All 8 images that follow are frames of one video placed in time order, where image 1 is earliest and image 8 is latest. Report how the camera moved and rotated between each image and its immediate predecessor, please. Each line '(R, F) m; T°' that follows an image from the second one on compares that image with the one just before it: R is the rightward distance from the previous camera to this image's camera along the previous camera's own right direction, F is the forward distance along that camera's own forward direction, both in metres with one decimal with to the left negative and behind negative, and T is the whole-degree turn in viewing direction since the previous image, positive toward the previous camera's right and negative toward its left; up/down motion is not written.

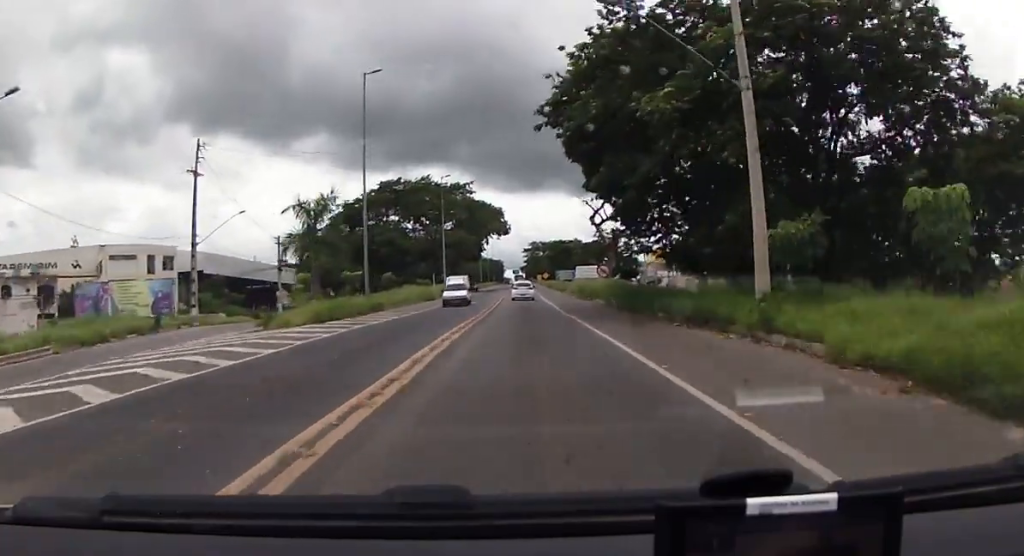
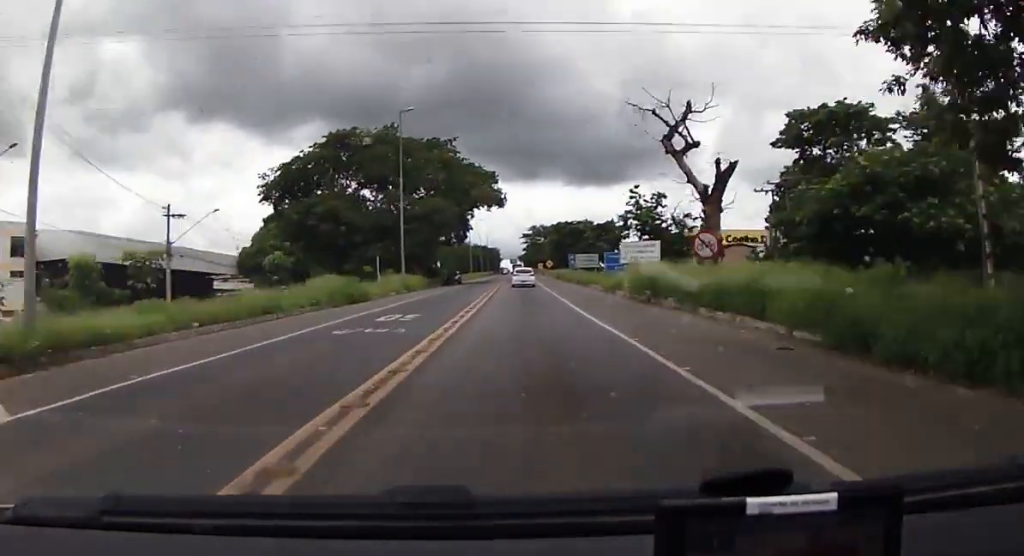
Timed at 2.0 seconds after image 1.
(-0.1, +29.3) m; +1°
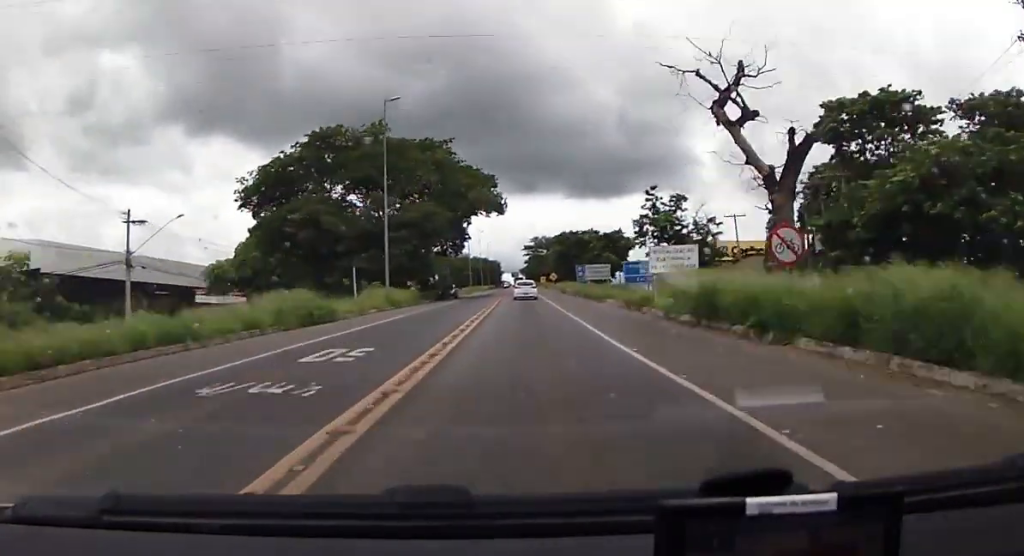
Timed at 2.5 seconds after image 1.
(0.0, +7.3) m; +1°
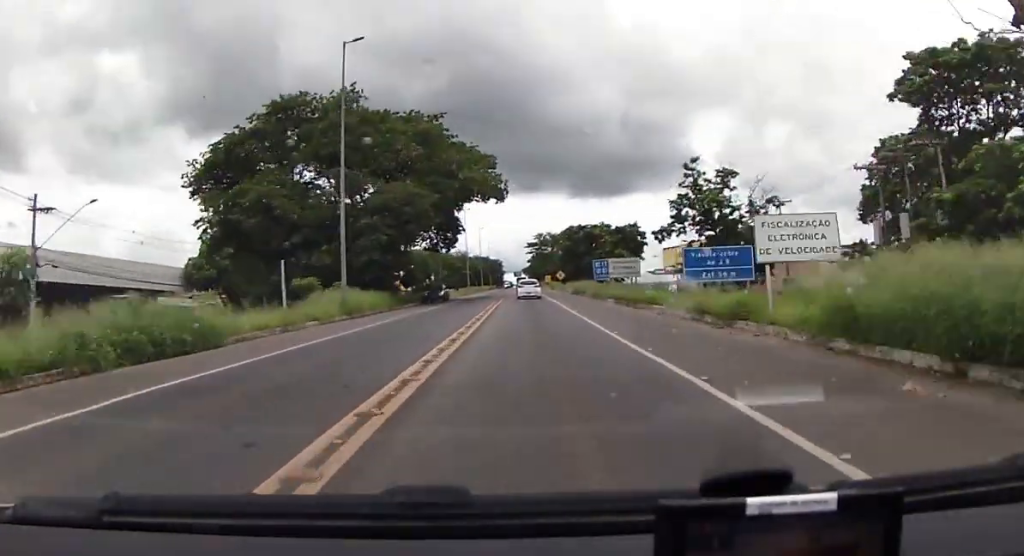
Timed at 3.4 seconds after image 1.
(+0.3, +12.7) m; 0°
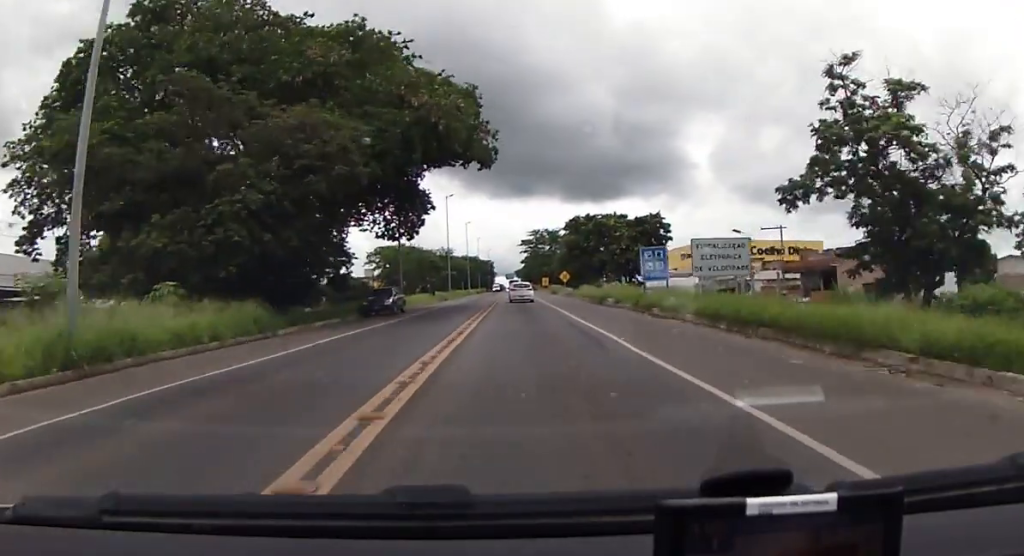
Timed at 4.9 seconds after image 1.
(-0.6, +22.1) m; -2°
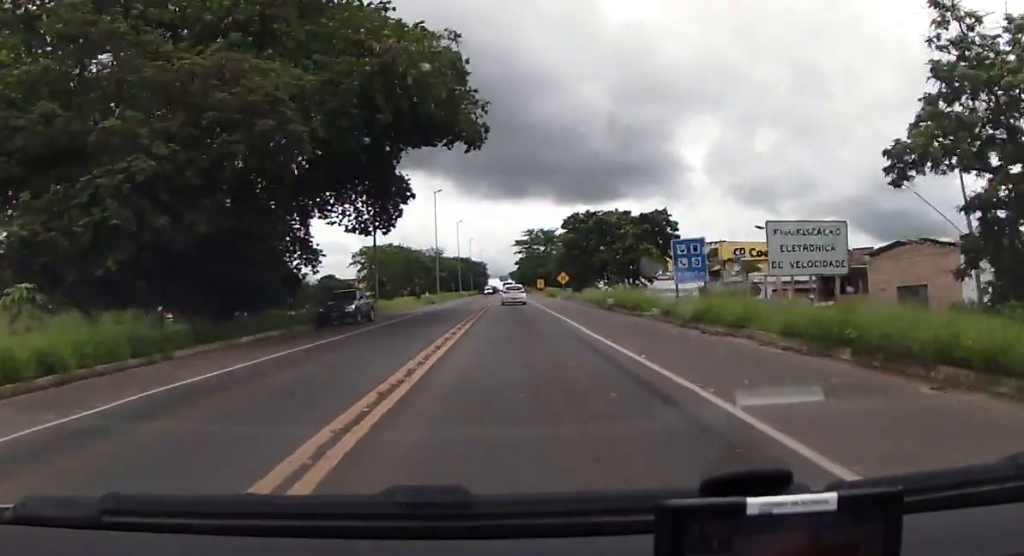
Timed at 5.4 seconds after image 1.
(-0.1, +7.4) m; +1°
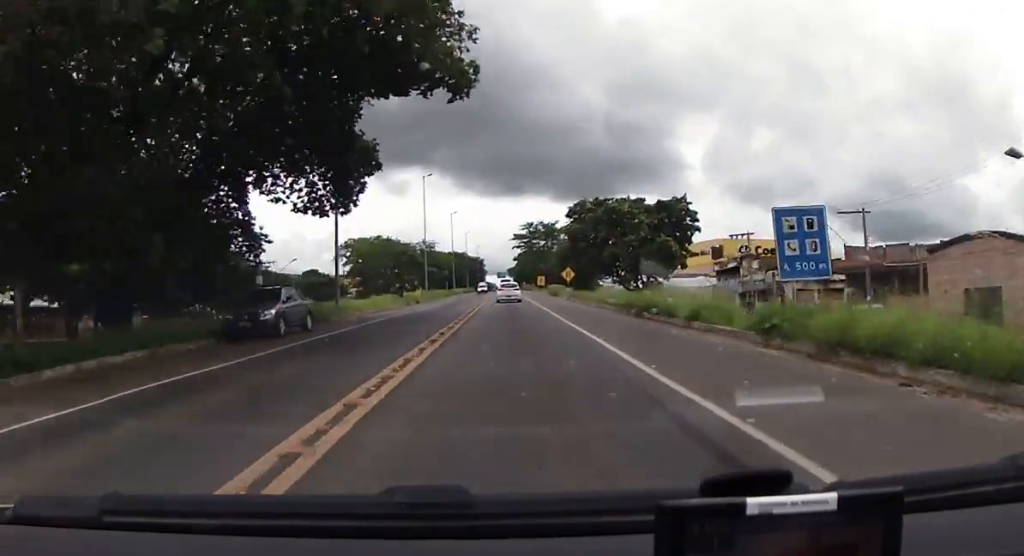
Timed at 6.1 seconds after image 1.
(+0.2, +9.9) m; +1°
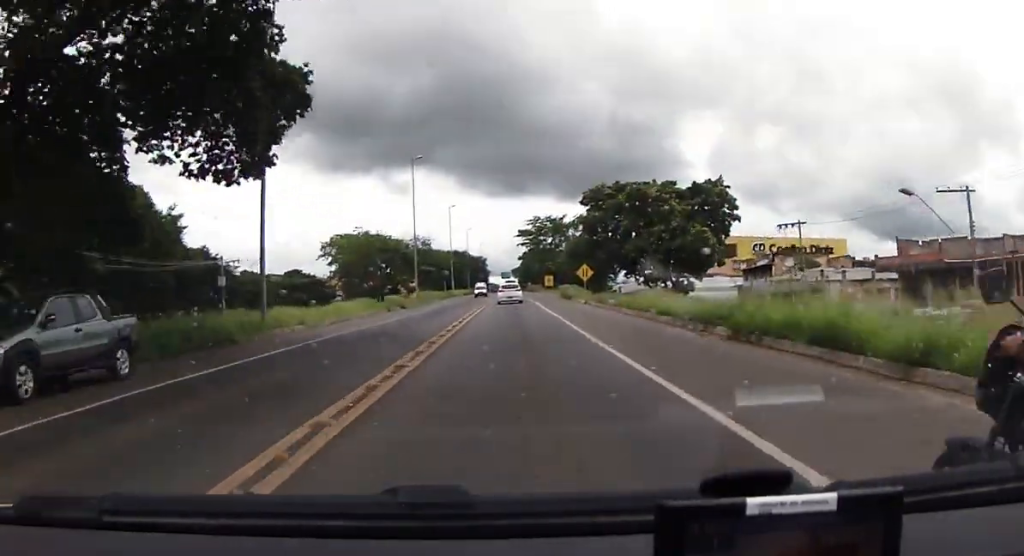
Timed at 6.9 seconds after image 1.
(+0.3, +11.9) m; 0°
